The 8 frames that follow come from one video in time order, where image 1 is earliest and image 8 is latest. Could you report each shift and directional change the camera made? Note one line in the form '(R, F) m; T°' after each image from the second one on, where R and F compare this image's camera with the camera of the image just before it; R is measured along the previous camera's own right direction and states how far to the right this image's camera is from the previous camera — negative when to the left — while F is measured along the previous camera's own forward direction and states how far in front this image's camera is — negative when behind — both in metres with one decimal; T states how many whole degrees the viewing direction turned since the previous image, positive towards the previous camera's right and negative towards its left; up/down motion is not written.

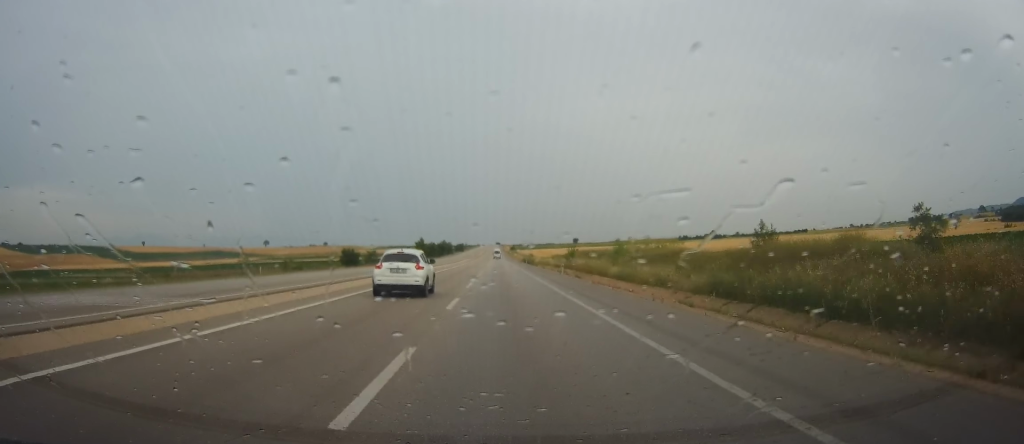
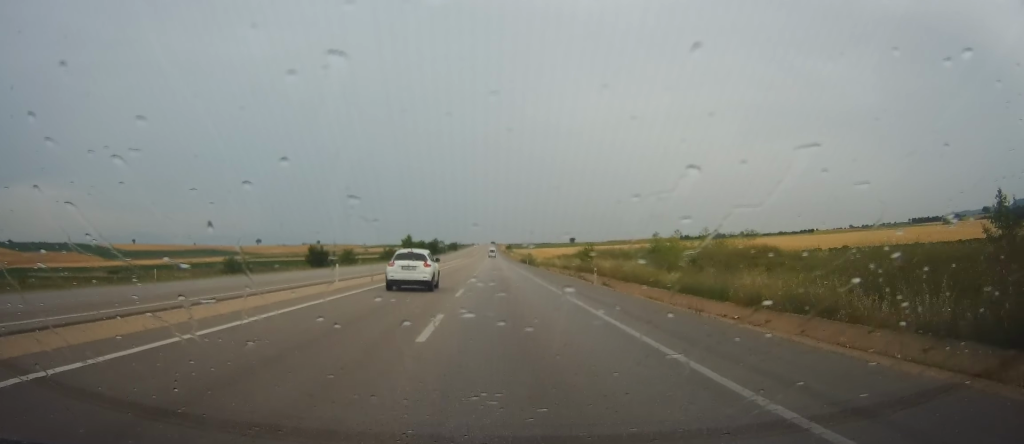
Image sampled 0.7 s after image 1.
(+0.2, +17.0) m; 0°
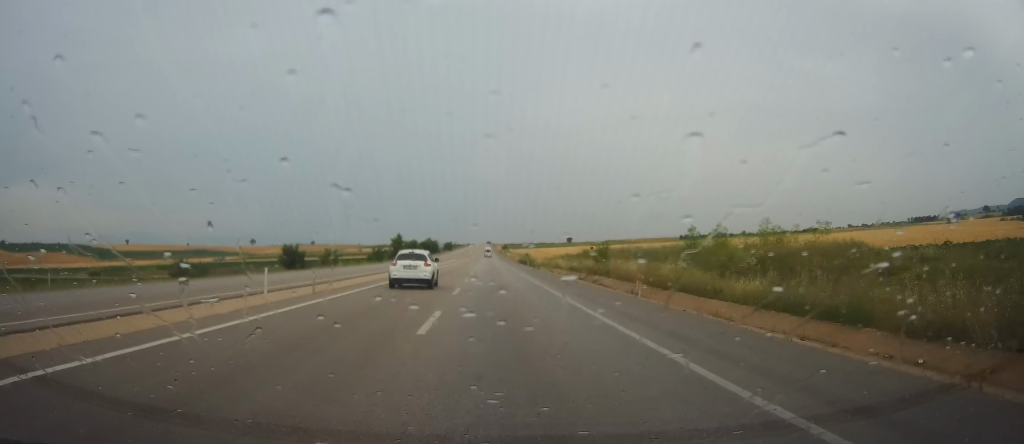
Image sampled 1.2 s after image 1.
(-0.2, +10.4) m; 0°
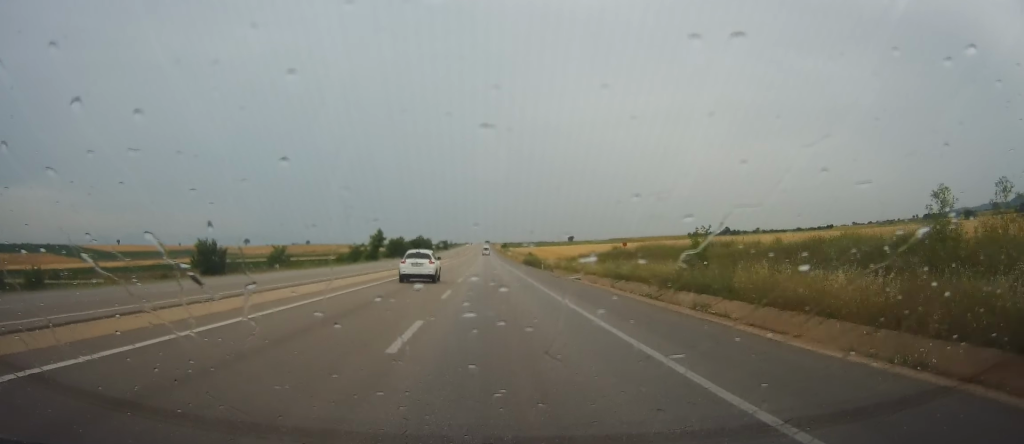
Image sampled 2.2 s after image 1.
(+0.2, +25.0) m; +1°
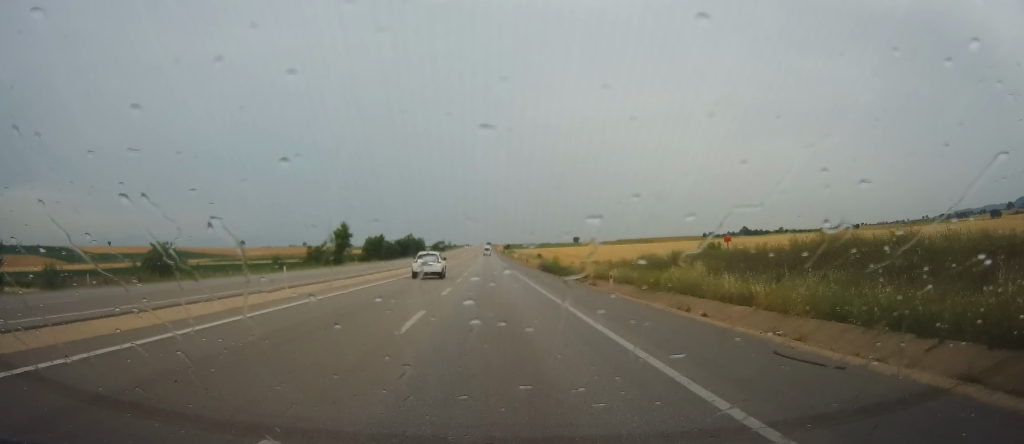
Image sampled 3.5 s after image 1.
(+0.3, +30.9) m; +2°
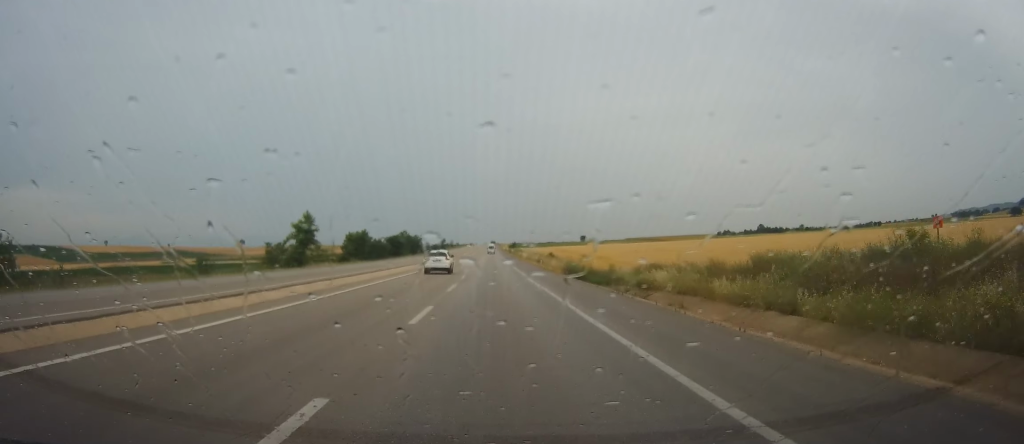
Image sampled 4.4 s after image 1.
(+0.5, +21.7) m; -1°
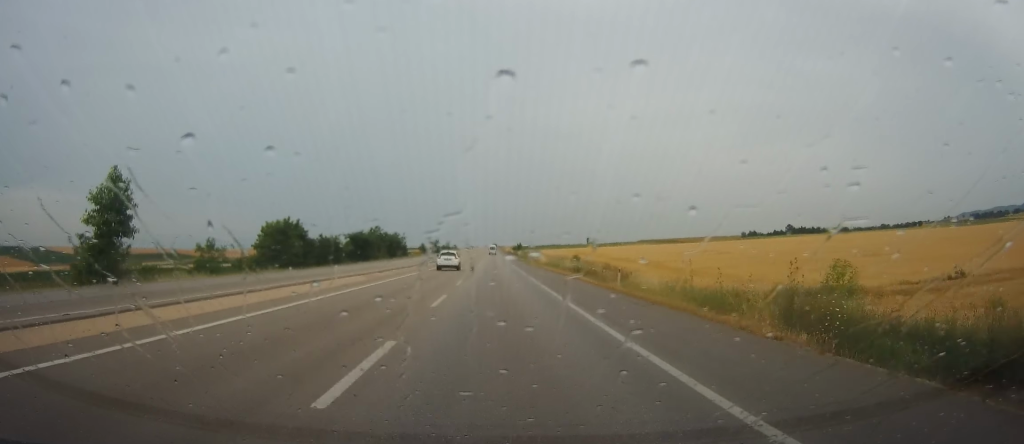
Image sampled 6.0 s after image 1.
(-1.0, +40.0) m; -1°
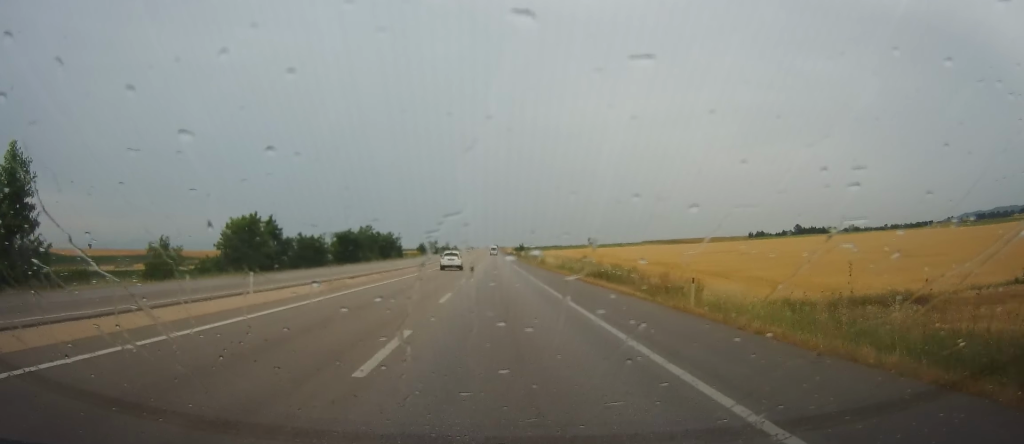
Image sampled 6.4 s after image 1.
(+0.2, +9.9) m; 0°
